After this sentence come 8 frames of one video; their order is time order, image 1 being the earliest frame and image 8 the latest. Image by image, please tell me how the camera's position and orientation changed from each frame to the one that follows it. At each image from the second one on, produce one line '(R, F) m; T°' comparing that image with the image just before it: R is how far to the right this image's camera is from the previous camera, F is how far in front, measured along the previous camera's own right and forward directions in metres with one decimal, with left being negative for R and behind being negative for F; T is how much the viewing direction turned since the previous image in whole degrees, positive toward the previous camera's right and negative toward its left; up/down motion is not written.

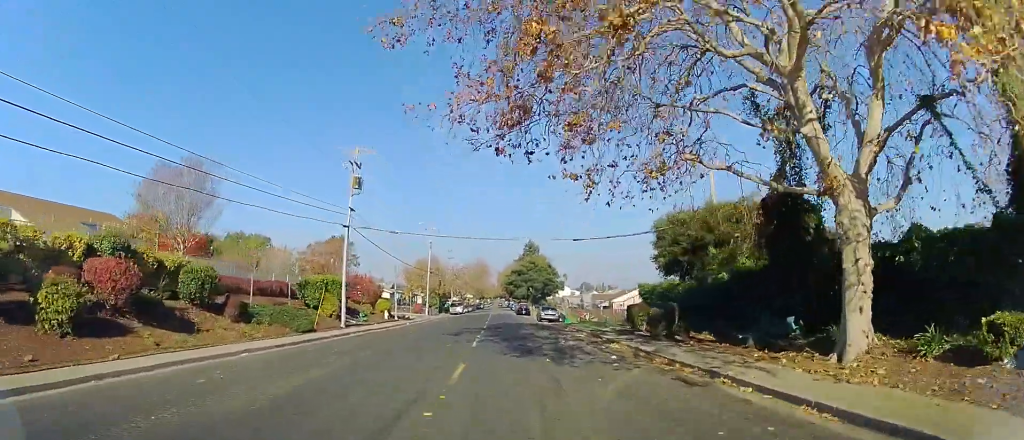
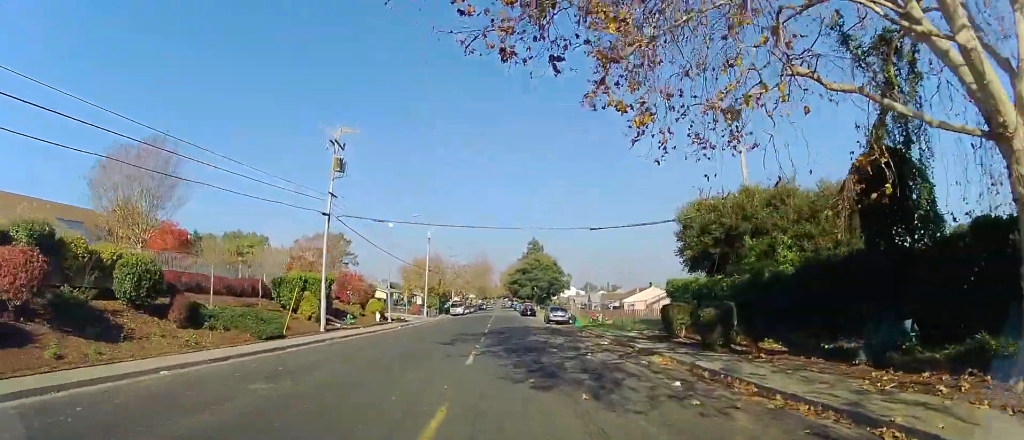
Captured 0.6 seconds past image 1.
(0.0, +4.8) m; +1°
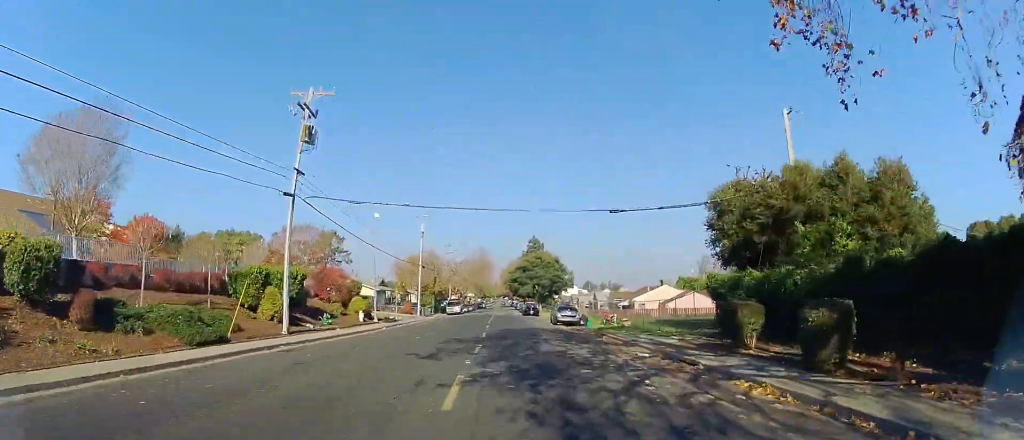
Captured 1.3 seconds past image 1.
(+0.1, +5.5) m; 0°
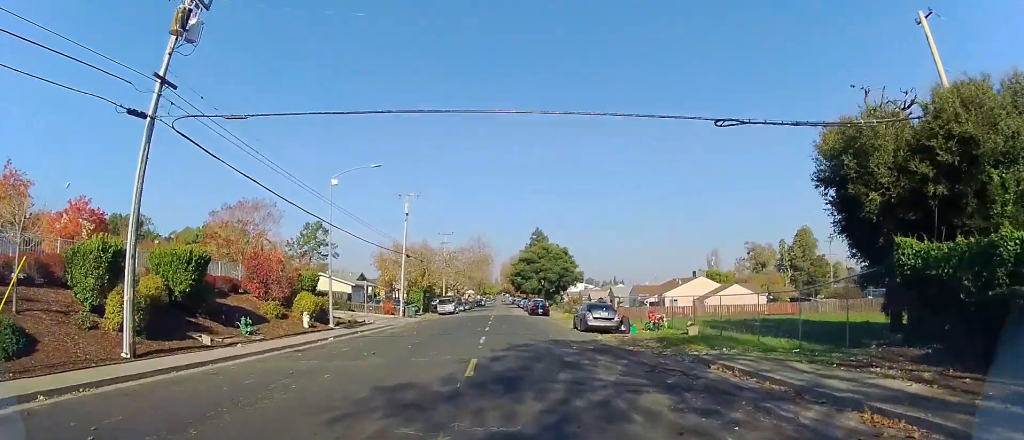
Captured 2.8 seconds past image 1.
(-0.4, +11.6) m; -2°
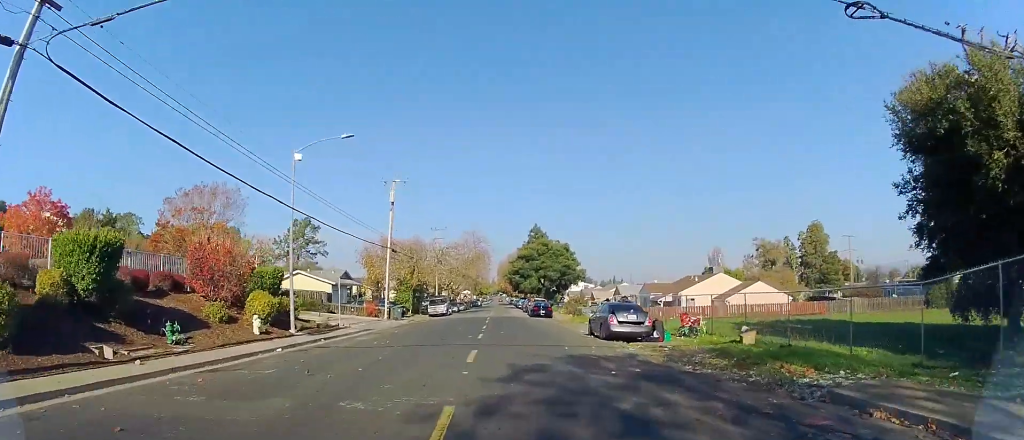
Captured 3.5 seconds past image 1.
(+0.1, +5.6) m; 0°
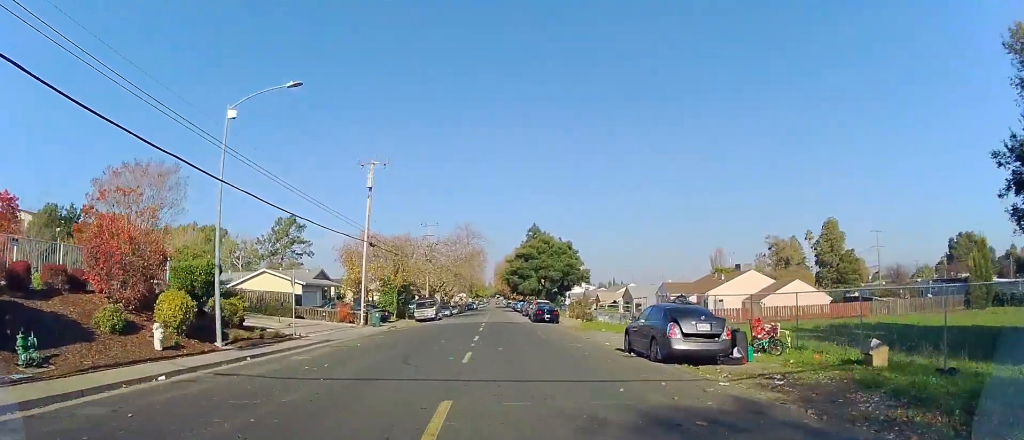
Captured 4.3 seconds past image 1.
(0.0, +7.0) m; 0°
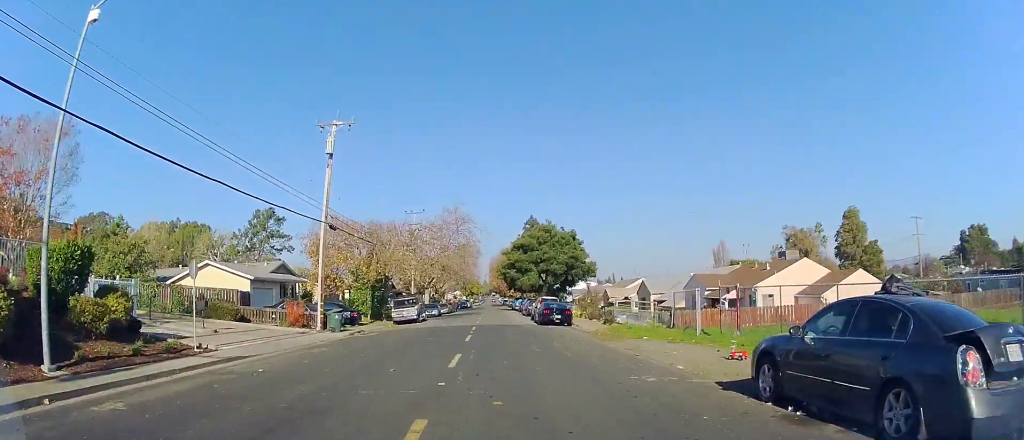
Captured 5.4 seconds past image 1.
(0.0, +8.6) m; +1°
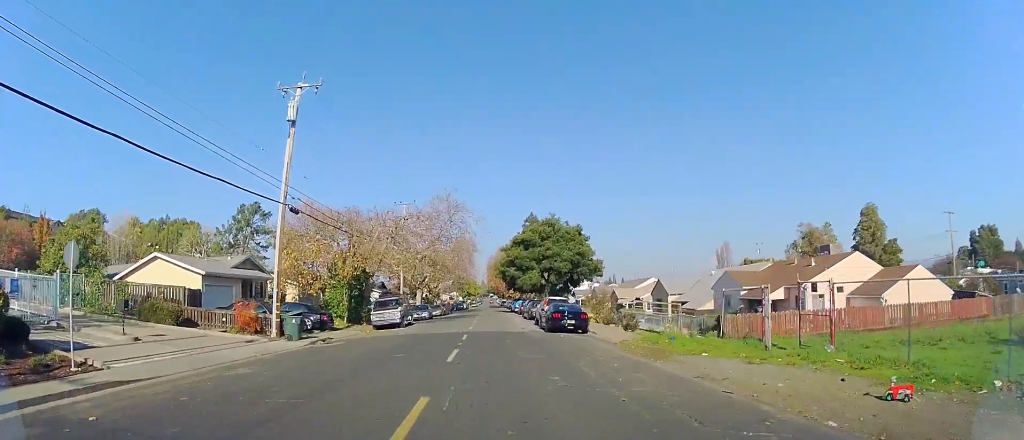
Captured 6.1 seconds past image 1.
(+0.1, +6.0) m; 0°
